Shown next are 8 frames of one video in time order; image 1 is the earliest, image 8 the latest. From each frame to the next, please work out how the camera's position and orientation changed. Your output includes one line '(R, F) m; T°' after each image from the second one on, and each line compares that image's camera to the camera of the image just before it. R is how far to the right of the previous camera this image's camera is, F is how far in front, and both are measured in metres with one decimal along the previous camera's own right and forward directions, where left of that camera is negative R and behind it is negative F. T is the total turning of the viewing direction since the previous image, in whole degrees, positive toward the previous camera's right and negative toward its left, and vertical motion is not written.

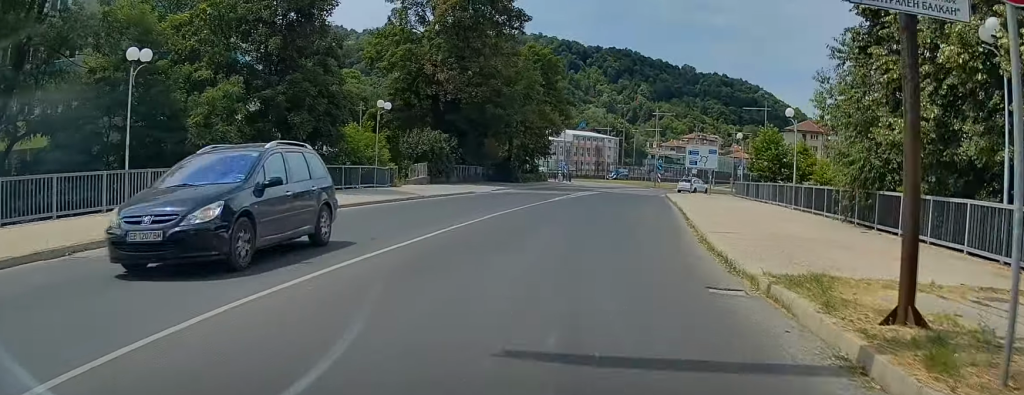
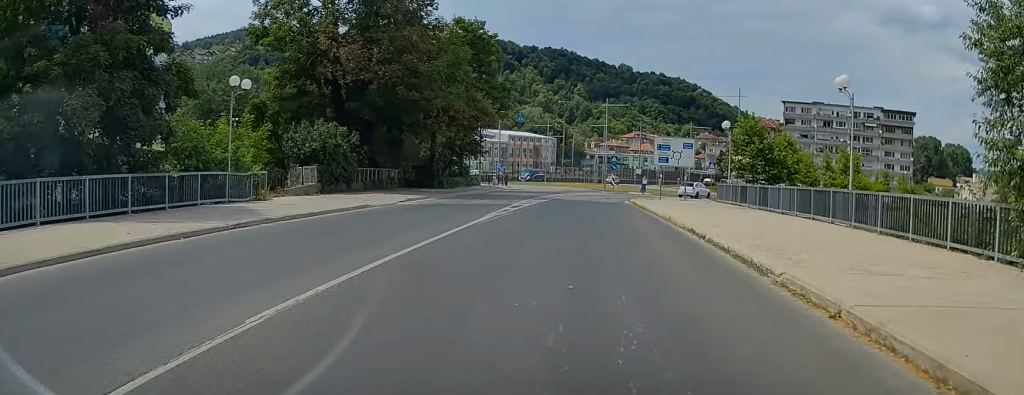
(+0.9, +12.1) m; +6°
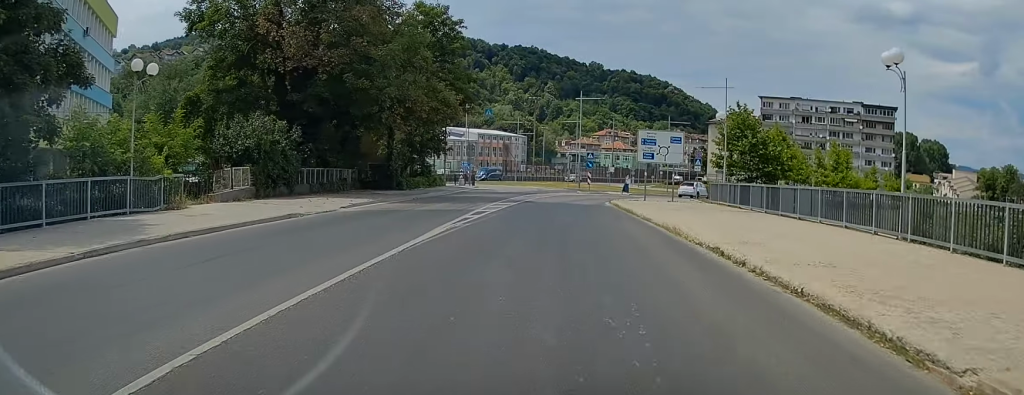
(+0.1, +5.3) m; +1°
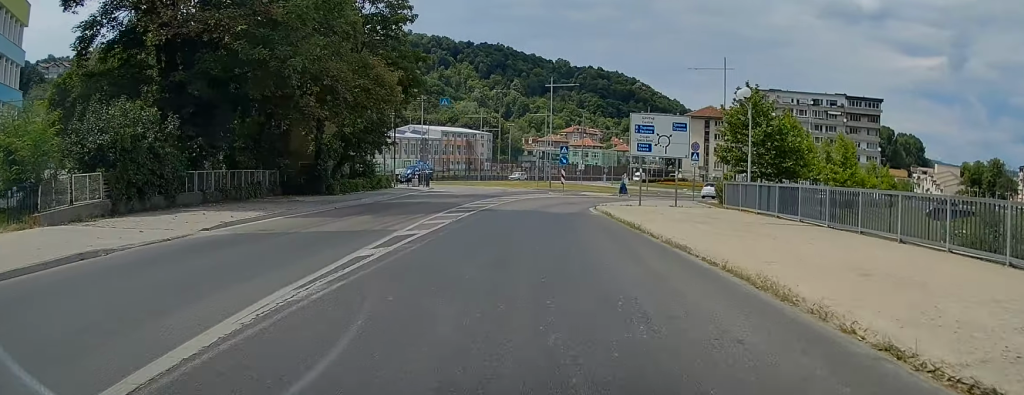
(+0.2, +10.1) m; +2°
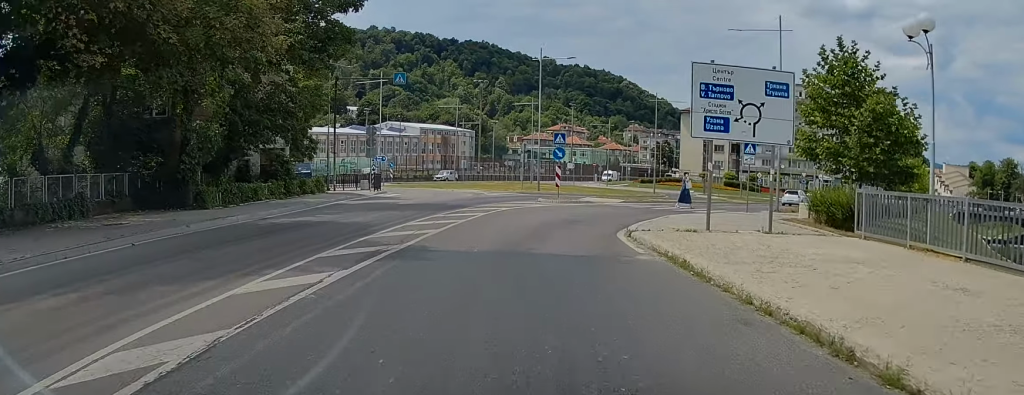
(+0.4, +15.9) m; +4°
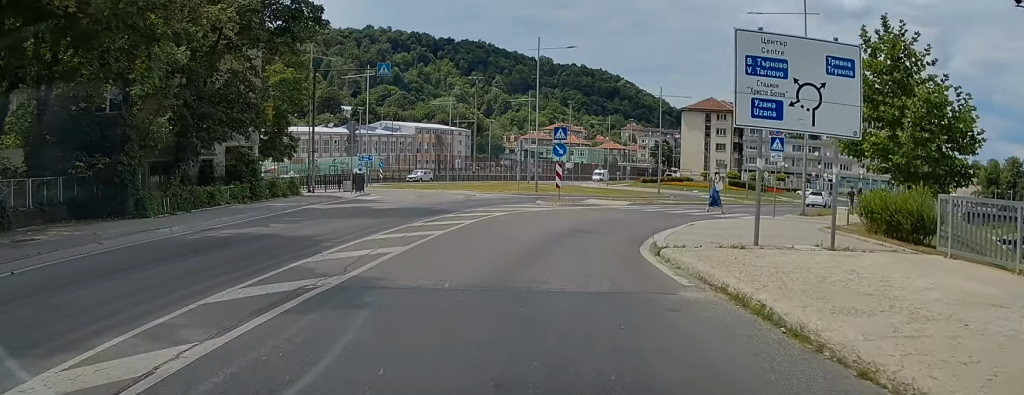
(0.0, +4.1) m; +1°
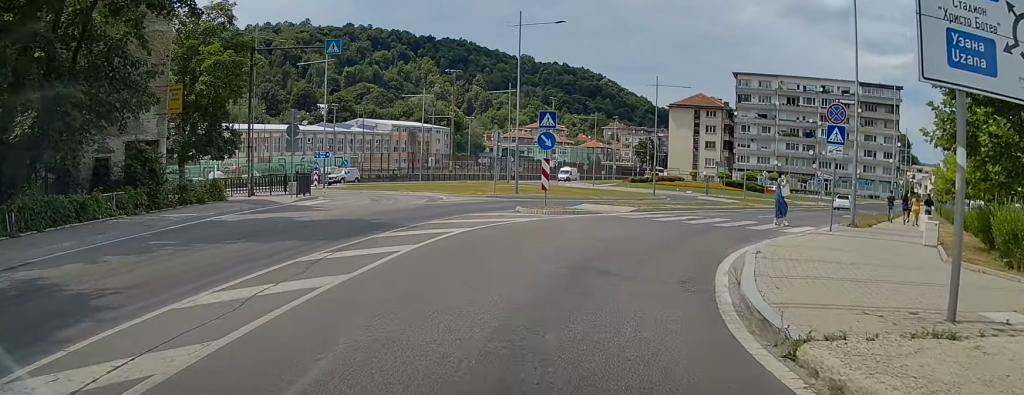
(+0.1, +7.0) m; +3°
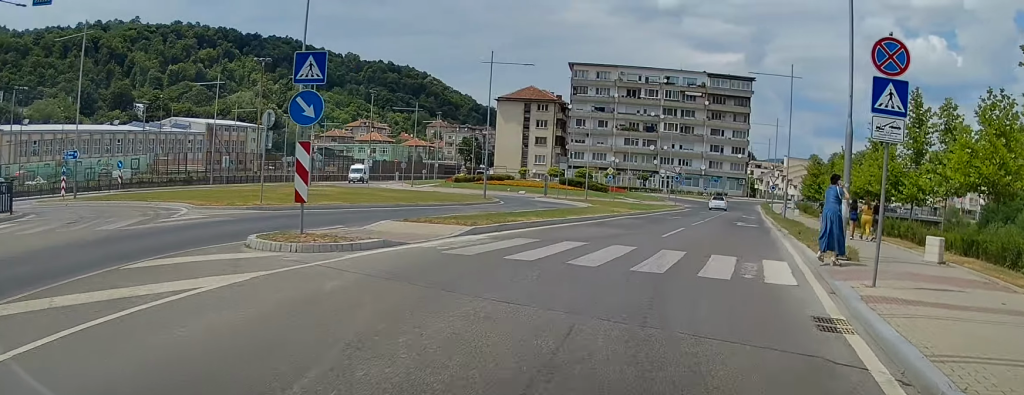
(+1.2, +10.8) m; +14°
